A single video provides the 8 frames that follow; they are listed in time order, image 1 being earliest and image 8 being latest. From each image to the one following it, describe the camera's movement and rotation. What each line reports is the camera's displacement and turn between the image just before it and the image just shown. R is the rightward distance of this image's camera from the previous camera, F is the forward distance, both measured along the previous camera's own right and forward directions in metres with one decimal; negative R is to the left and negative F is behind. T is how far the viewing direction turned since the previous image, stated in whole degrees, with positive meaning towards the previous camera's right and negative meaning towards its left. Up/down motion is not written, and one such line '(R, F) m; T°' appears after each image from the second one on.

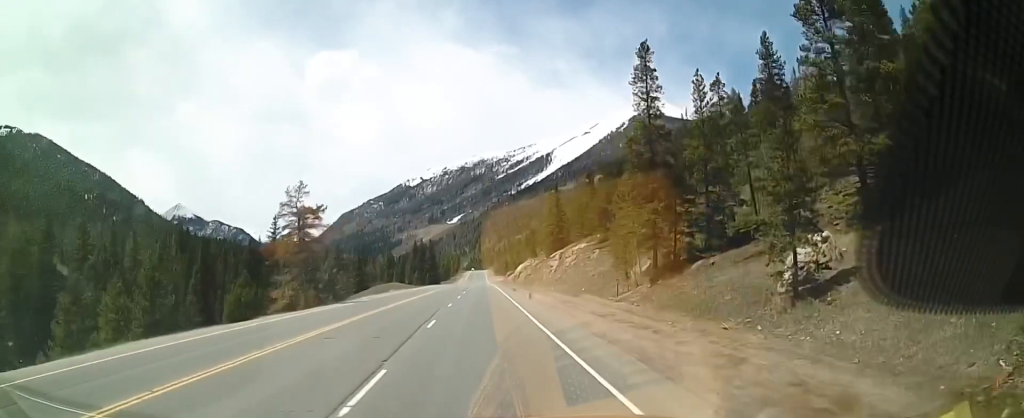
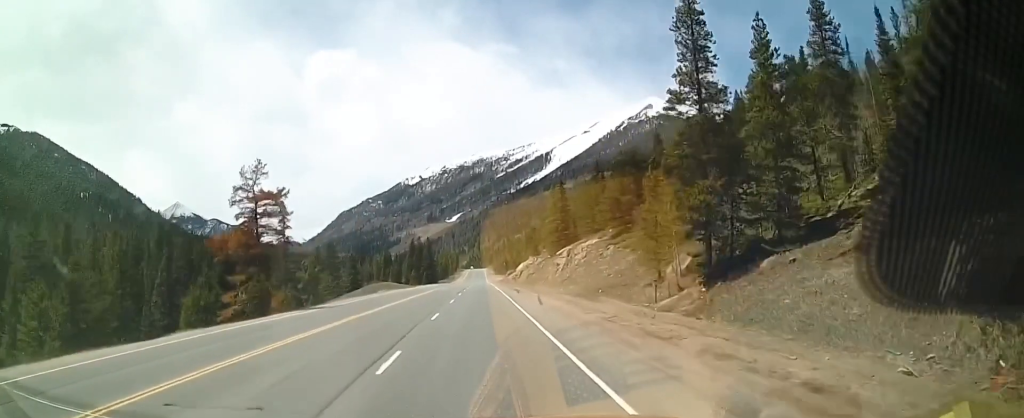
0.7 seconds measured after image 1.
(+0.2, +9.4) m; +3°
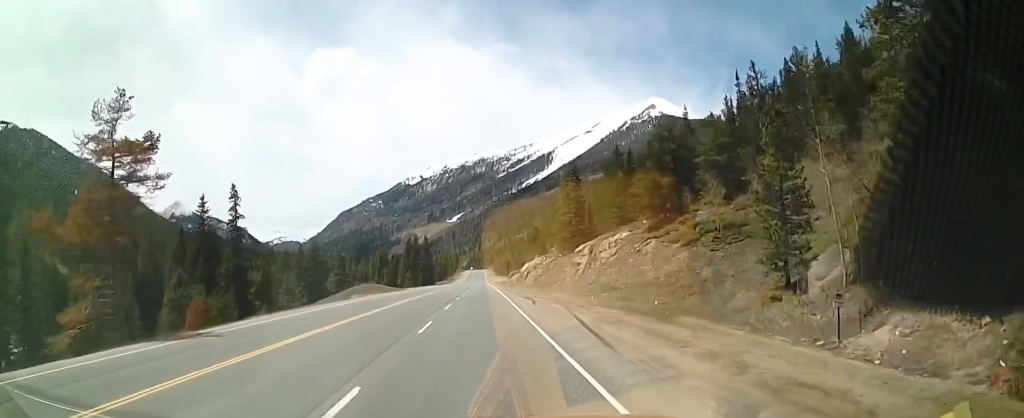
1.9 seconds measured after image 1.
(+0.6, +16.9) m; 0°
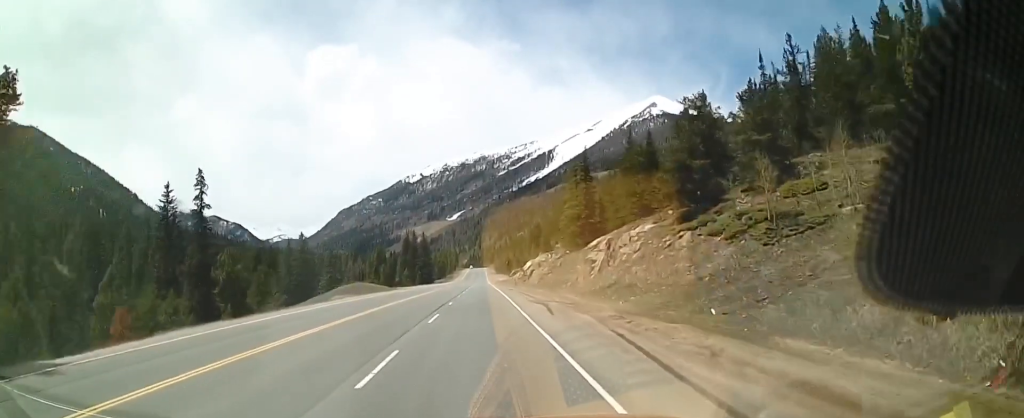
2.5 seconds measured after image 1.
(-0.3, +8.9) m; 0°
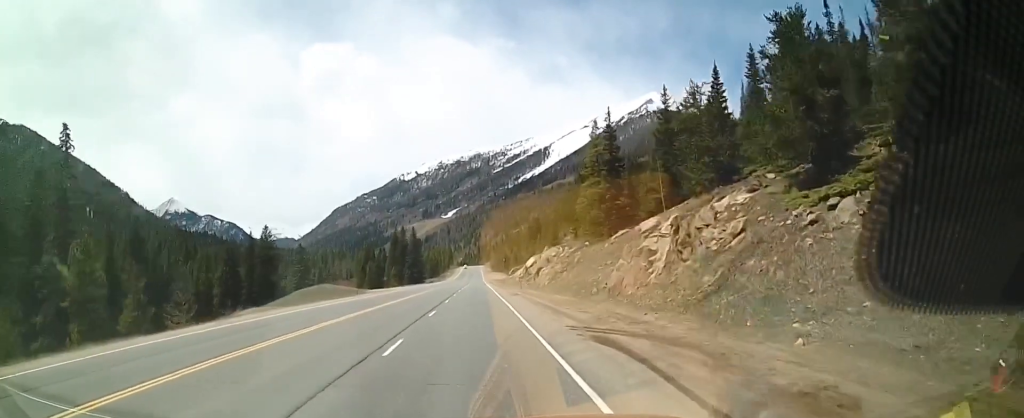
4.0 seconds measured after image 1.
(+0.2, +21.1) m; -1°
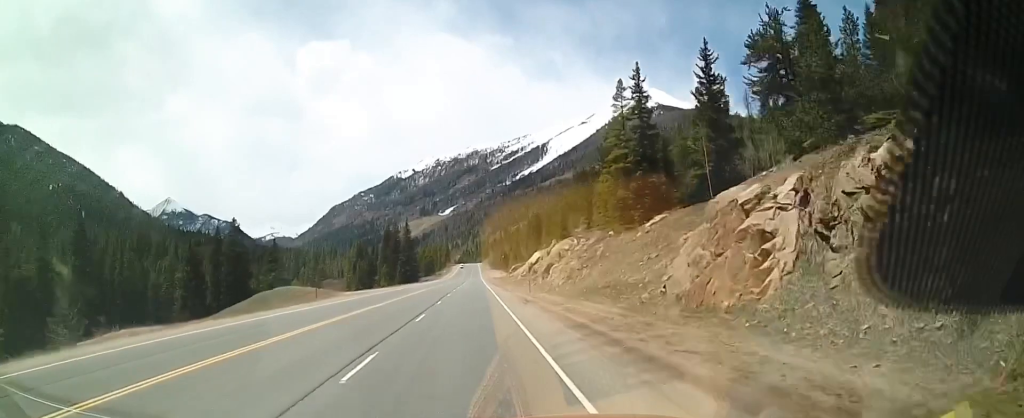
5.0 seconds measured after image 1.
(-0.6, +15.4) m; -2°
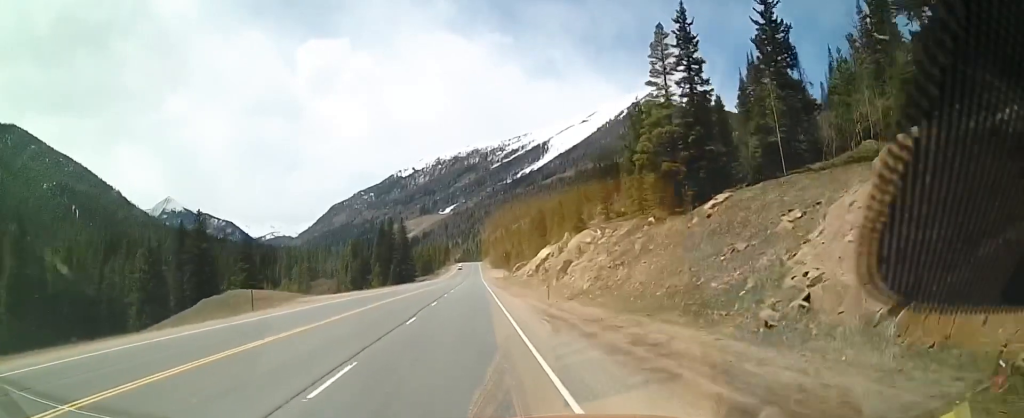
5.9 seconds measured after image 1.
(-0.1, +14.2) m; 0°
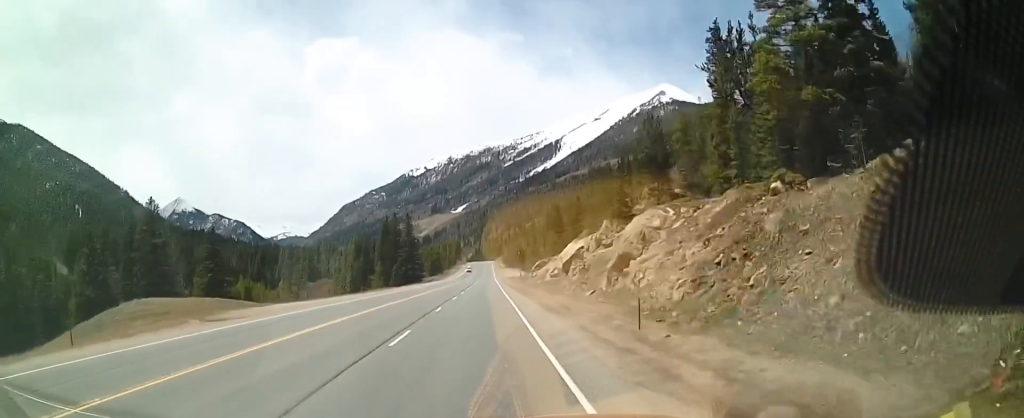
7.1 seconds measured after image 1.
(+0.1, +18.4) m; 0°
